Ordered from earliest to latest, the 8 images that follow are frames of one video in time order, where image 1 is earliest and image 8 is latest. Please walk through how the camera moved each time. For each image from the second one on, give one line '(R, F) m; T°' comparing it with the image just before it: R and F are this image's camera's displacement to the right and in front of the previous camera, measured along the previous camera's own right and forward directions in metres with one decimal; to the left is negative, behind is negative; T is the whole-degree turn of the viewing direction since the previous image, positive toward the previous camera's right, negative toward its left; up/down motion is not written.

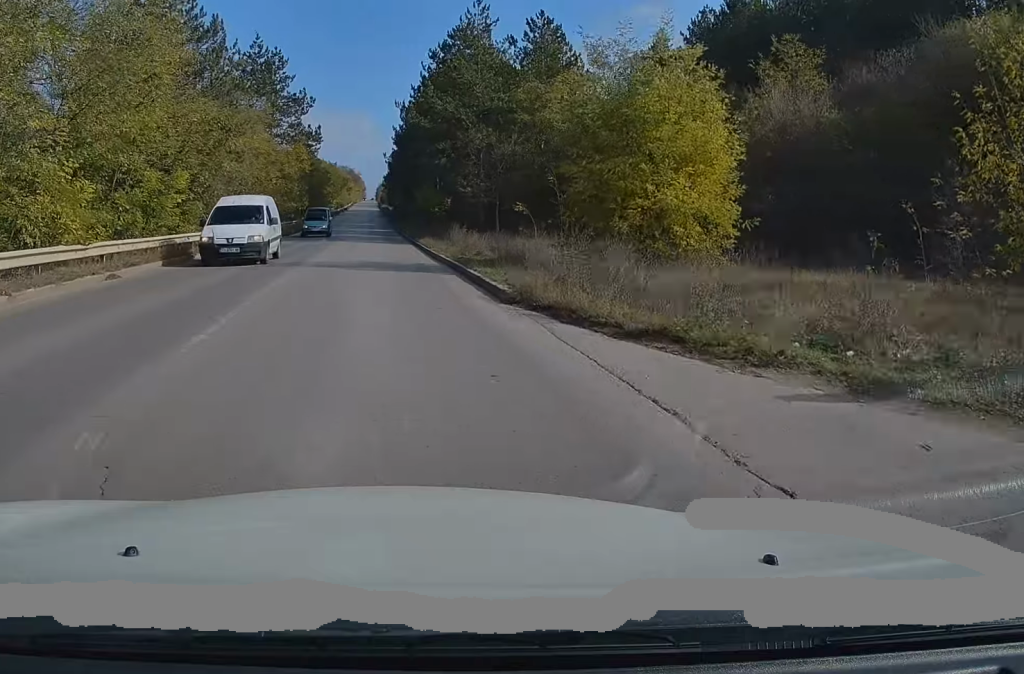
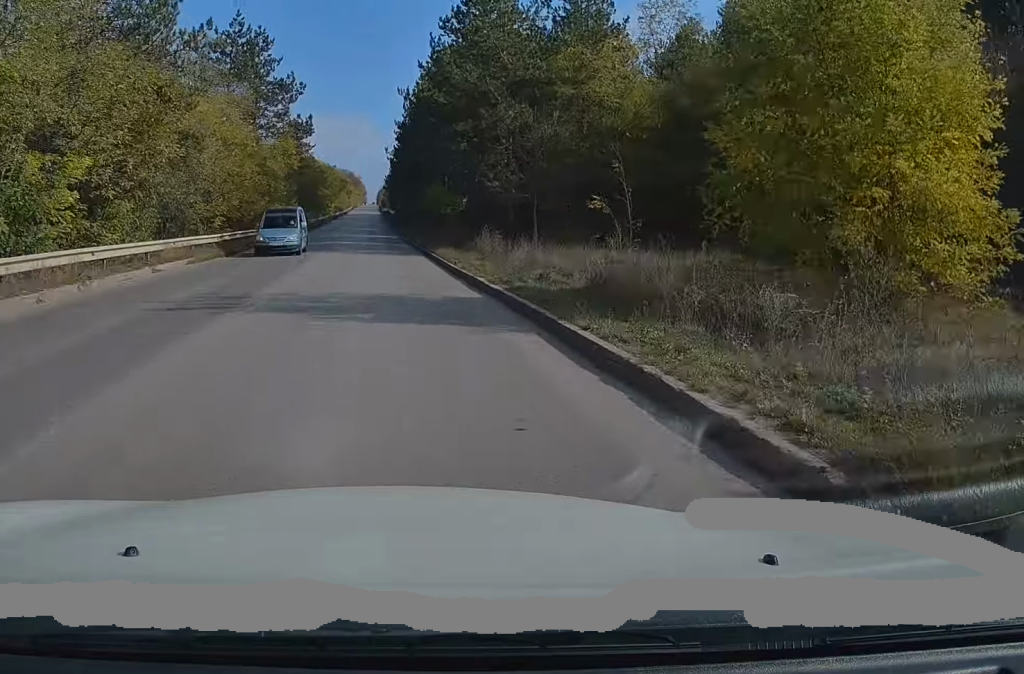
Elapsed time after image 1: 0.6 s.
(-0.2, +9.8) m; -1°
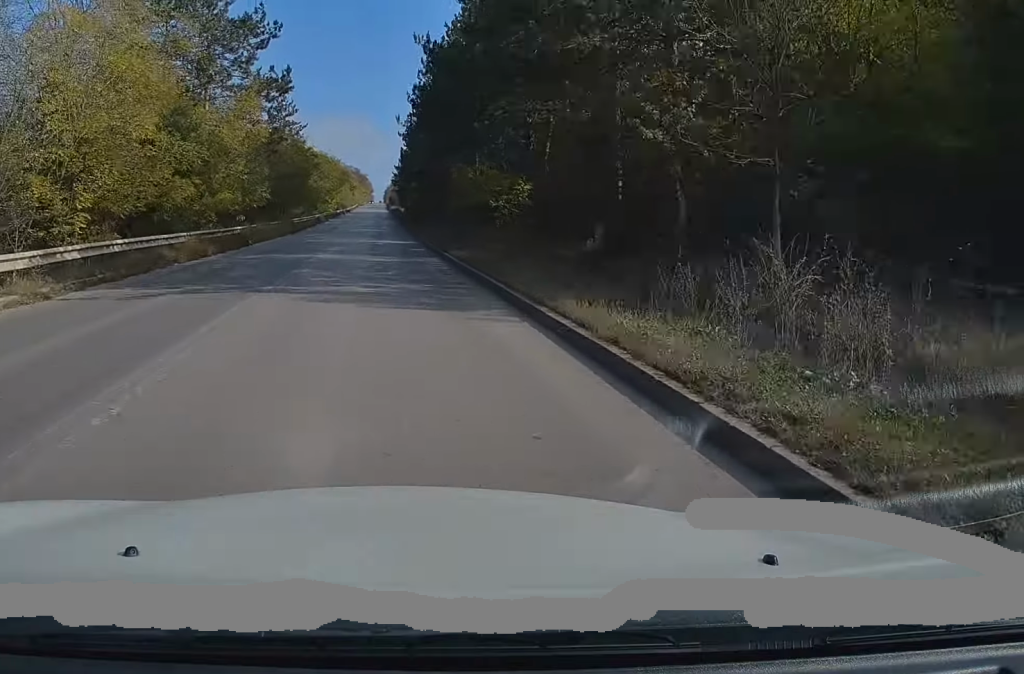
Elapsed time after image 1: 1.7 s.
(-0.3, +19.3) m; -1°
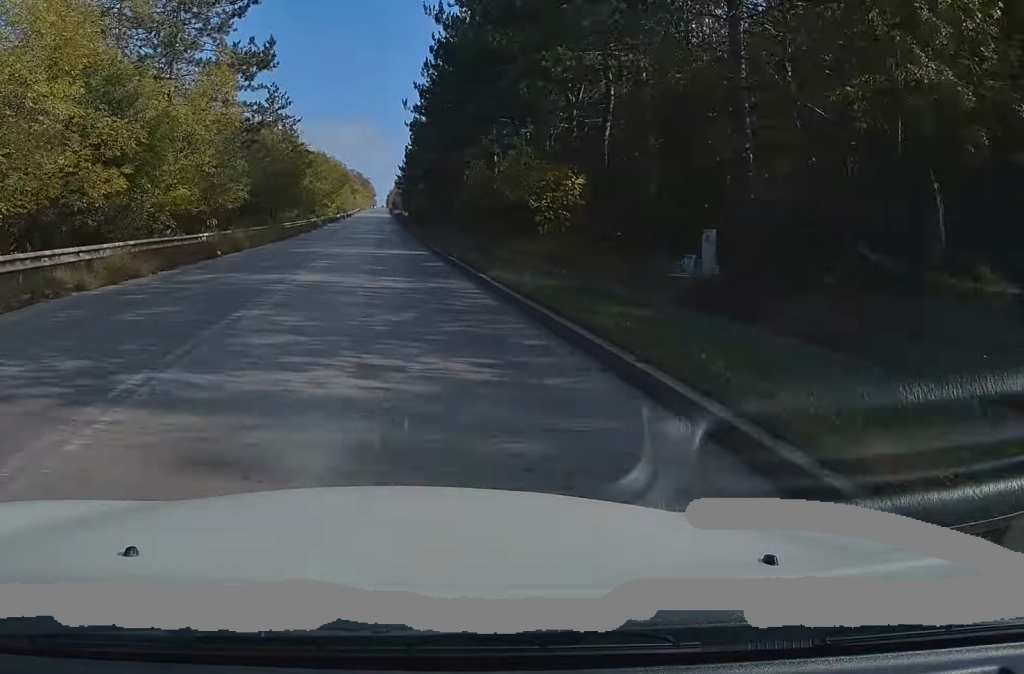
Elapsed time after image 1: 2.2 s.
(0.0, +7.9) m; 0°
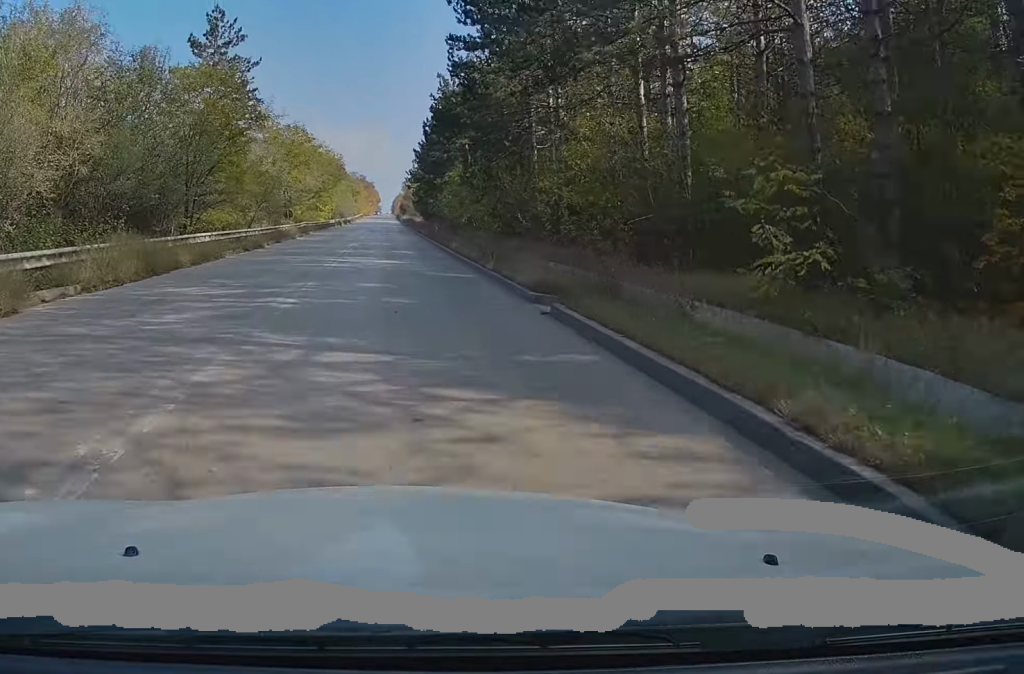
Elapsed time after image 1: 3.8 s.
(+0.1, +27.3) m; 0°
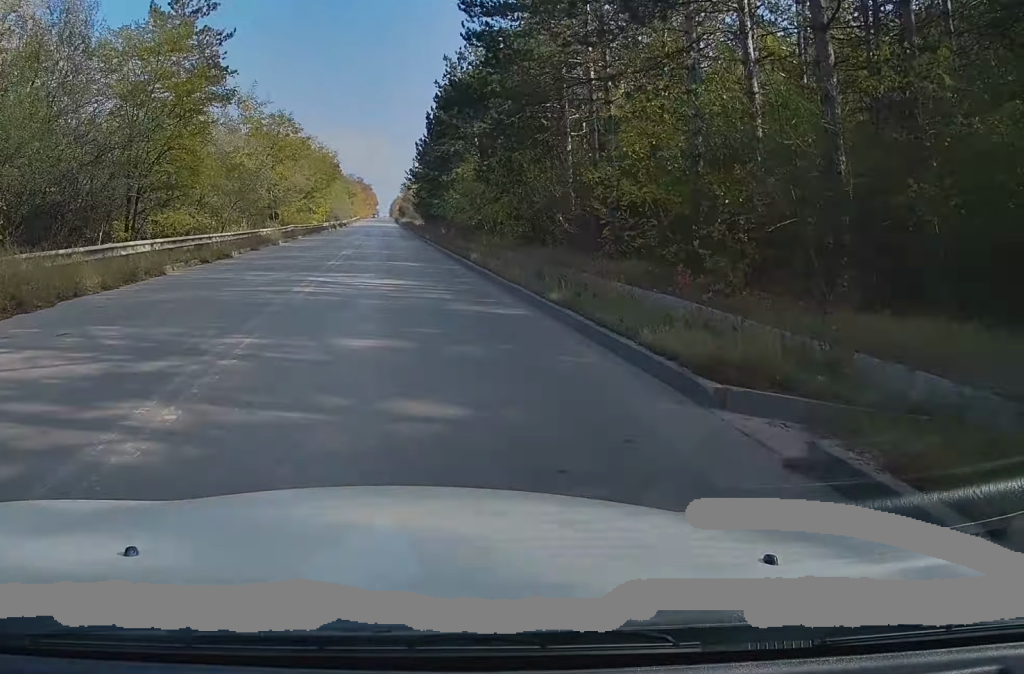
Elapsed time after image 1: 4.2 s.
(0.0, +7.2) m; 0°
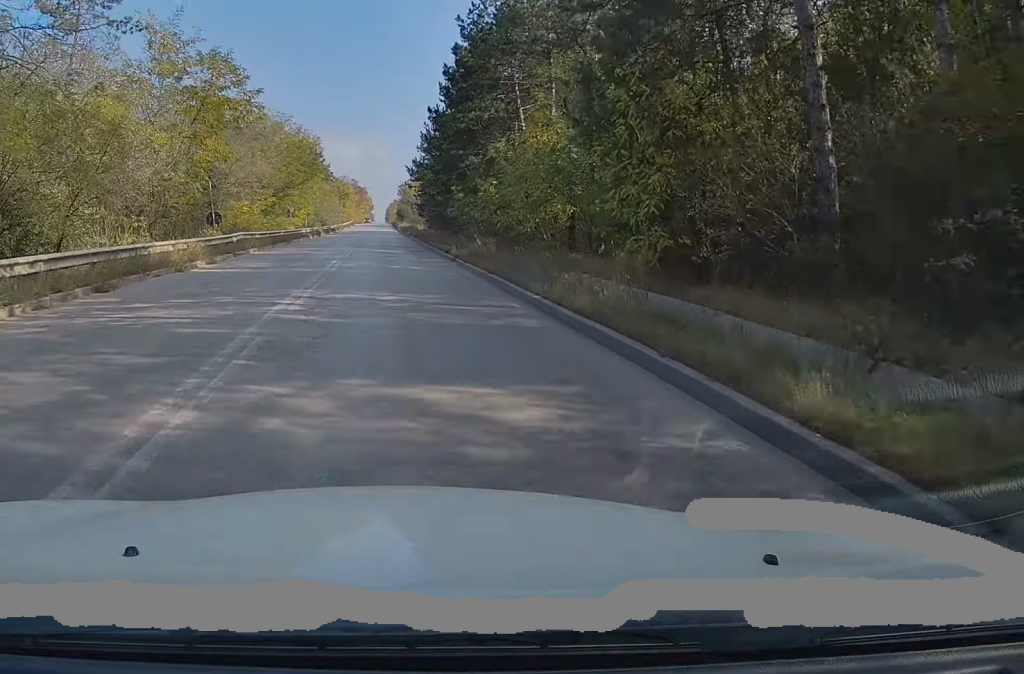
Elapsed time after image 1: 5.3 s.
(0.0, +18.3) m; 0°
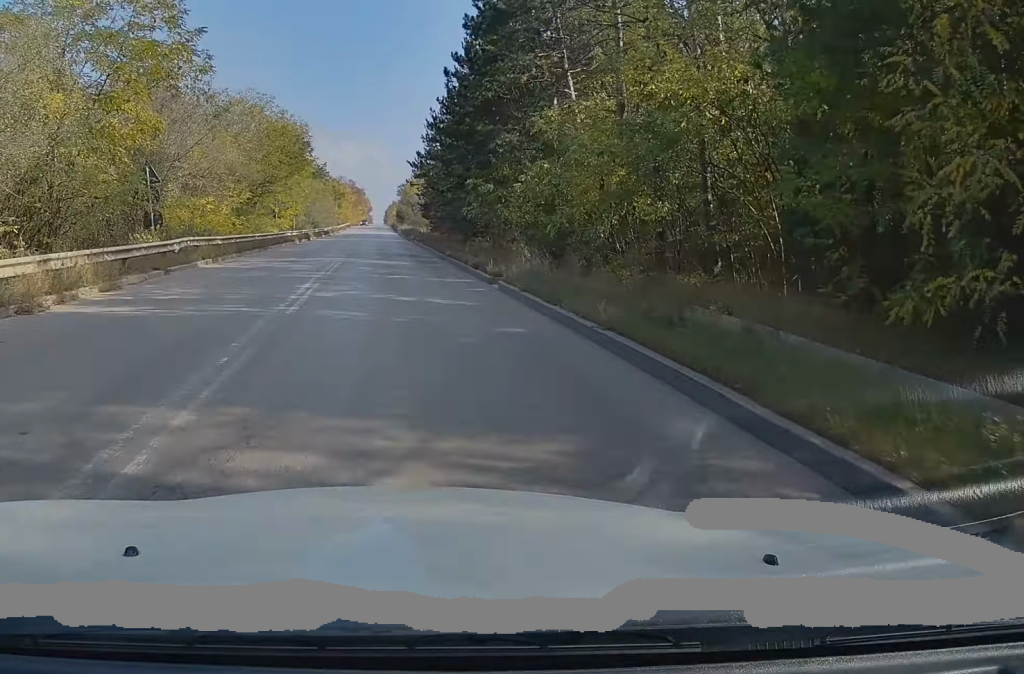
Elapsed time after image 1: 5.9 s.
(0.0, +9.4) m; 0°
